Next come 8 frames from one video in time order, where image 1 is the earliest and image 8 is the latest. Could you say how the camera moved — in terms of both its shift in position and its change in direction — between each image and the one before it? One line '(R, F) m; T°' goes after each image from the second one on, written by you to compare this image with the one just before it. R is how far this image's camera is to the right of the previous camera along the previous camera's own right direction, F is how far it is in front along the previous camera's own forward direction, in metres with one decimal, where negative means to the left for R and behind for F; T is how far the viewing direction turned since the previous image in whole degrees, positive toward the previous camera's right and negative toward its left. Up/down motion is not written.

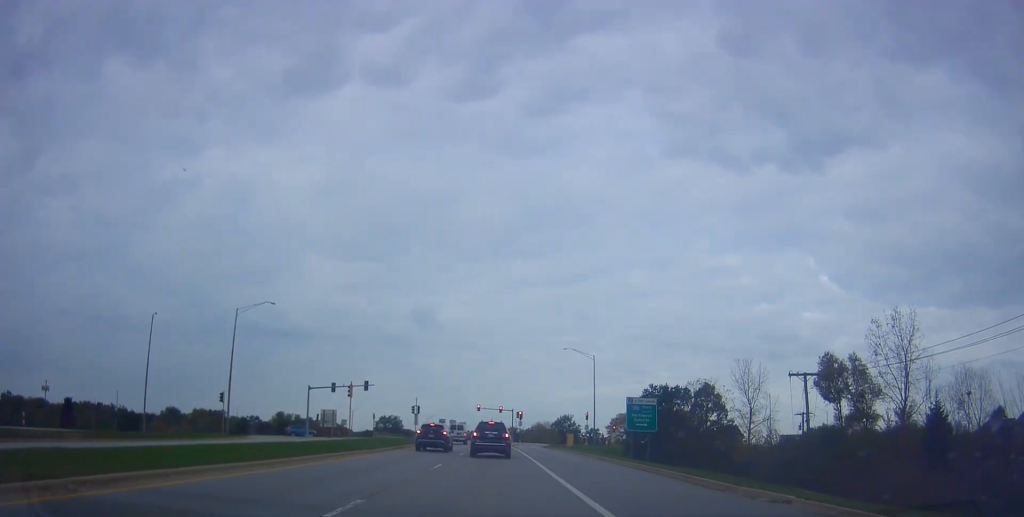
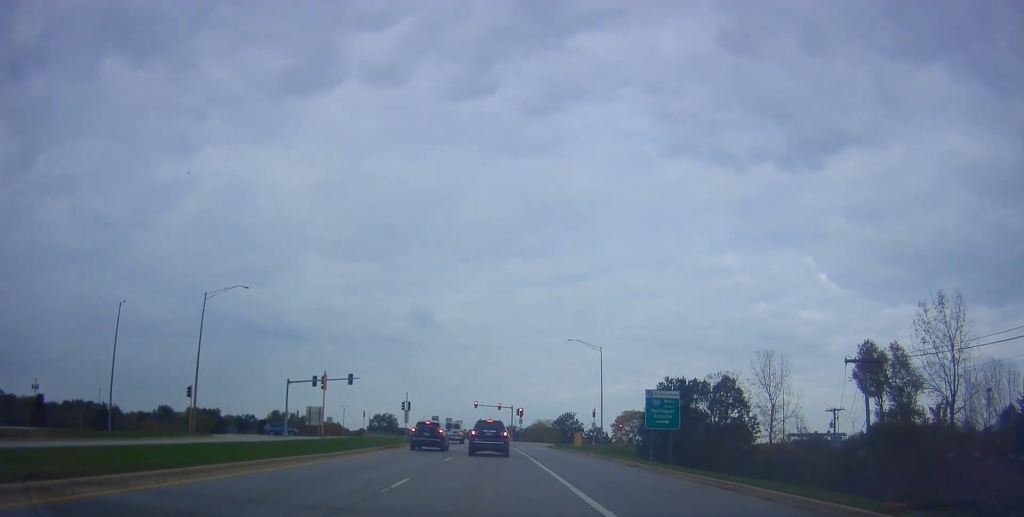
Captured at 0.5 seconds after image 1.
(+0.2, +8.3) m; +1°
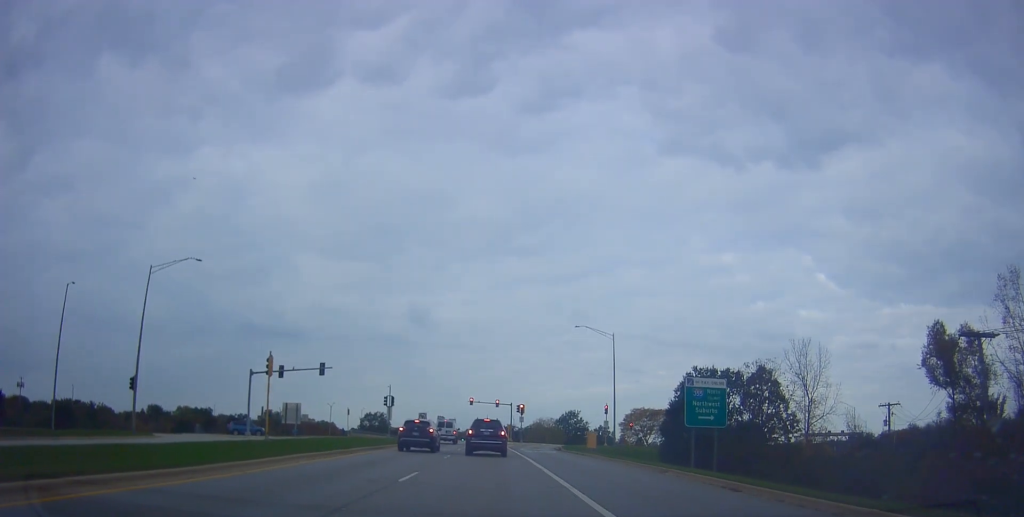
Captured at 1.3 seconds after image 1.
(0.0, +11.3) m; -1°
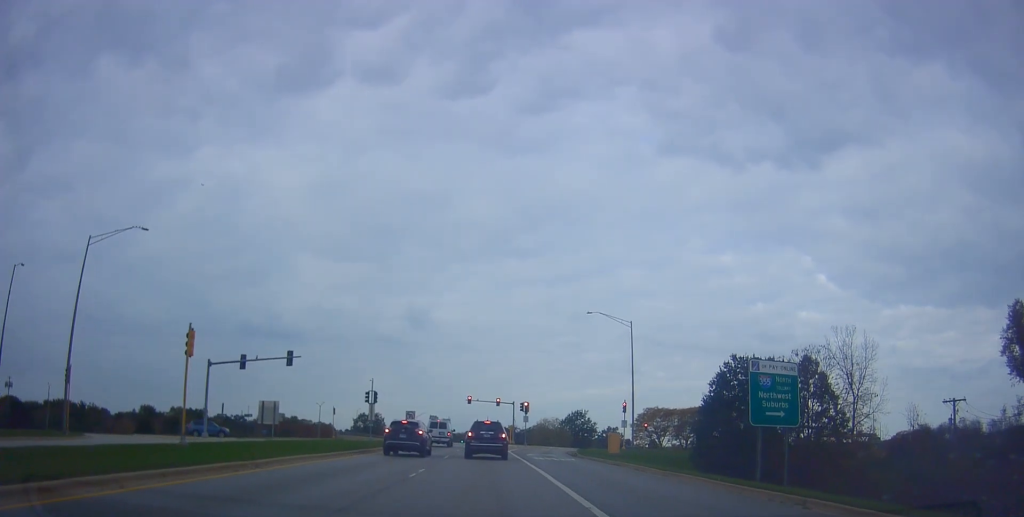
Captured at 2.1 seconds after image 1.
(-0.2, +10.4) m; -1°
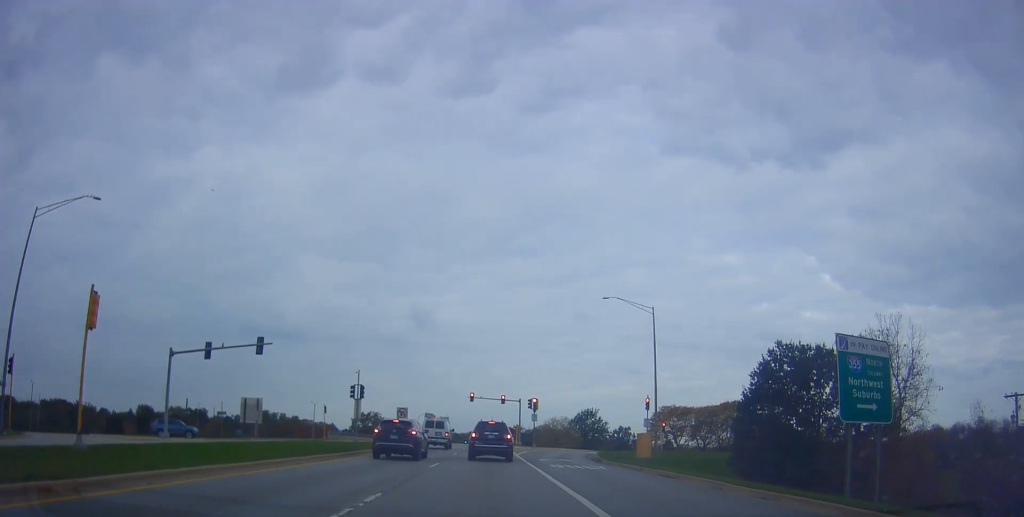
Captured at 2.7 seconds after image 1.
(-0.3, +8.3) m; 0°
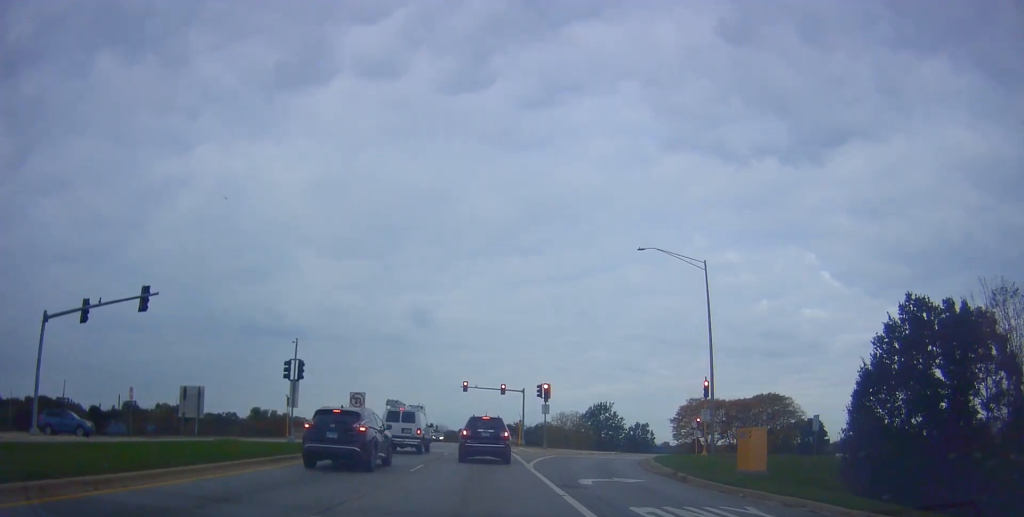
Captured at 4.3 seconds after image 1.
(+0.7, +17.3) m; +2°
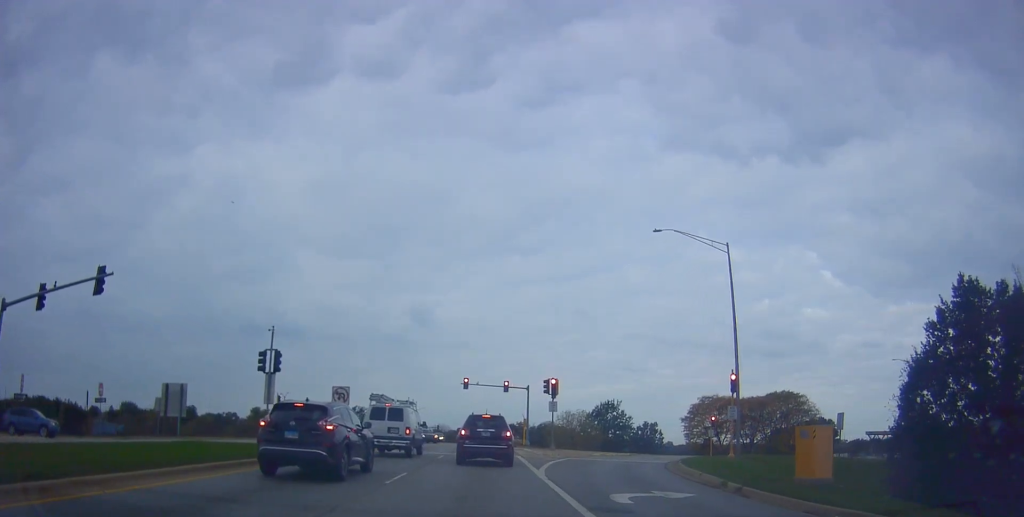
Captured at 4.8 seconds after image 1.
(0.0, +4.7) m; 0°
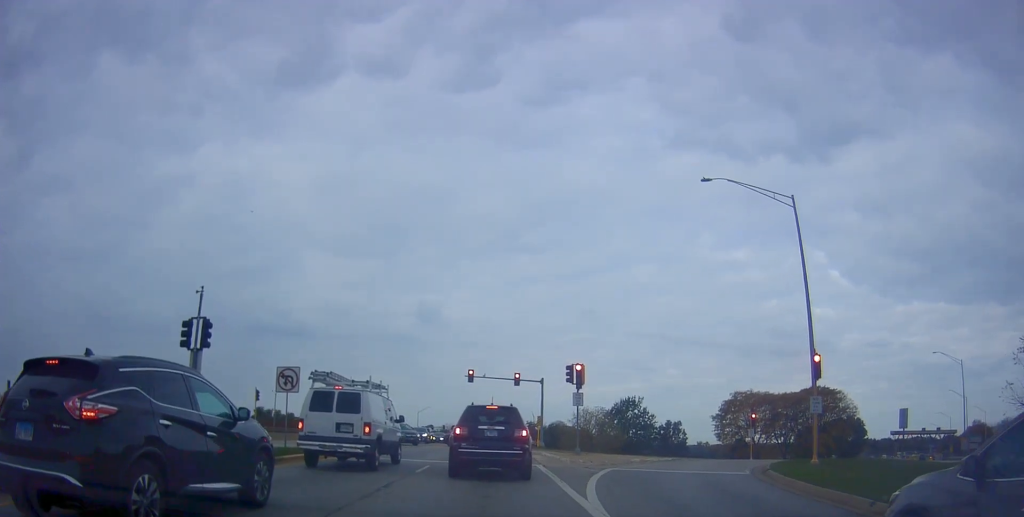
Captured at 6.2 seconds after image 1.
(0.0, +10.3) m; -3°
